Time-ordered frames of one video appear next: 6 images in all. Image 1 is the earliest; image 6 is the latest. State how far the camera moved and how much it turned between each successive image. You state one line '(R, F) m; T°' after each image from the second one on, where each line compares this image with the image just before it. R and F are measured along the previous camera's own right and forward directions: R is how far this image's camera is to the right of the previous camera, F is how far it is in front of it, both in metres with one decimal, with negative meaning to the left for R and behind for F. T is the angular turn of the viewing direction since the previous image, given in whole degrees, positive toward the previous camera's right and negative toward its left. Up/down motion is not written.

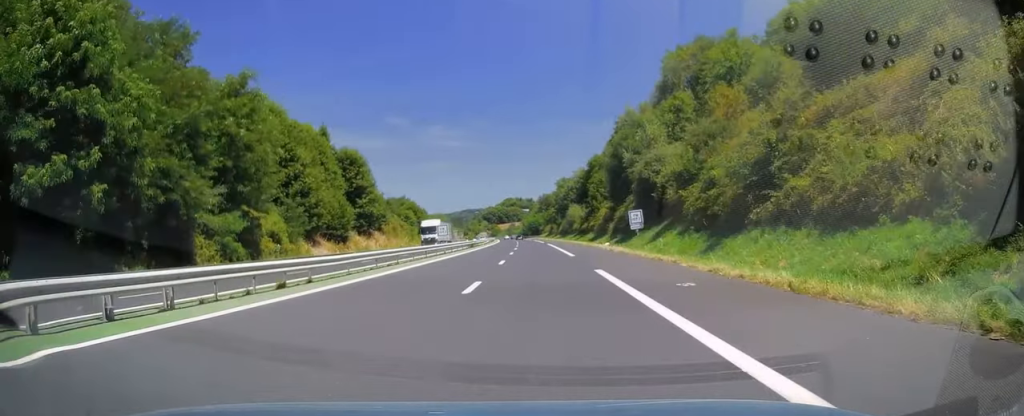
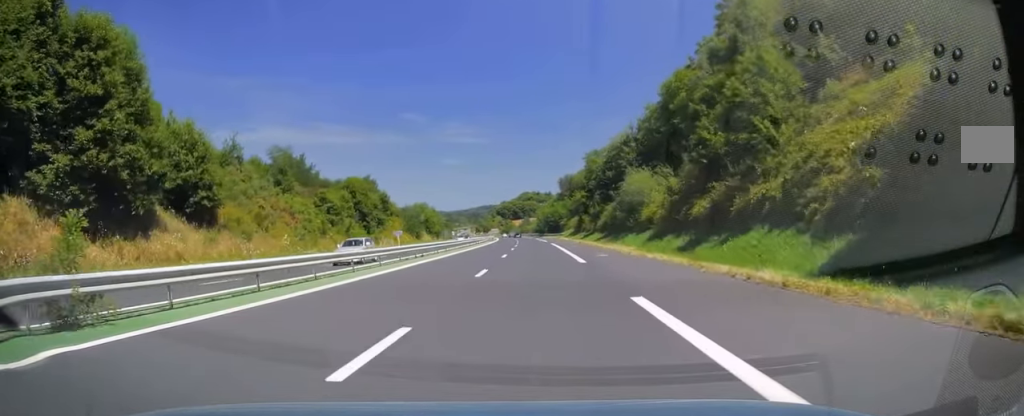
(-1.3, +60.6) m; -2°
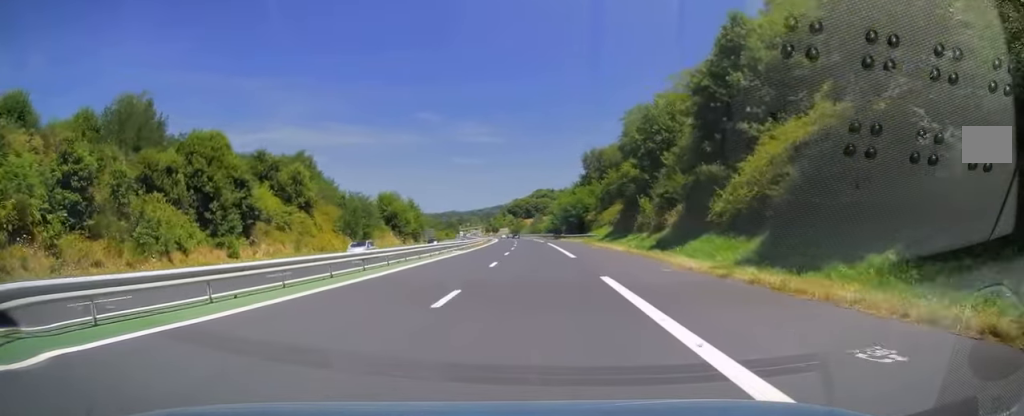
(-0.4, +46.7) m; -1°
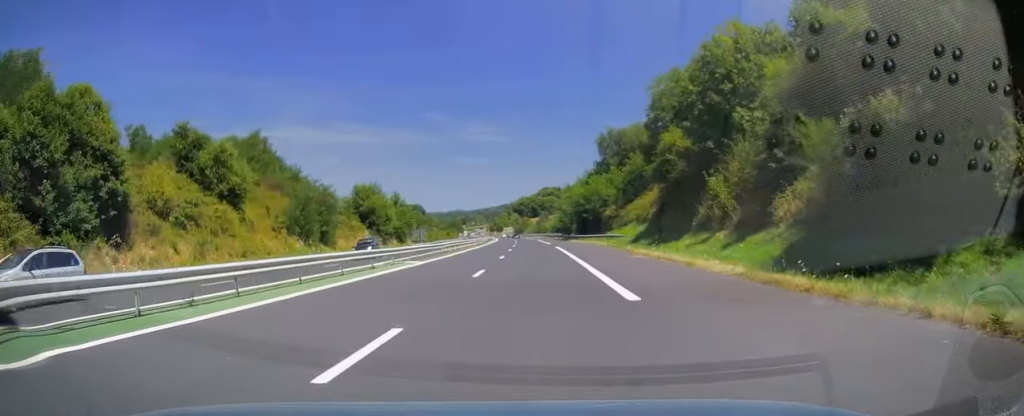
(-0.2, +18.8) m; -1°
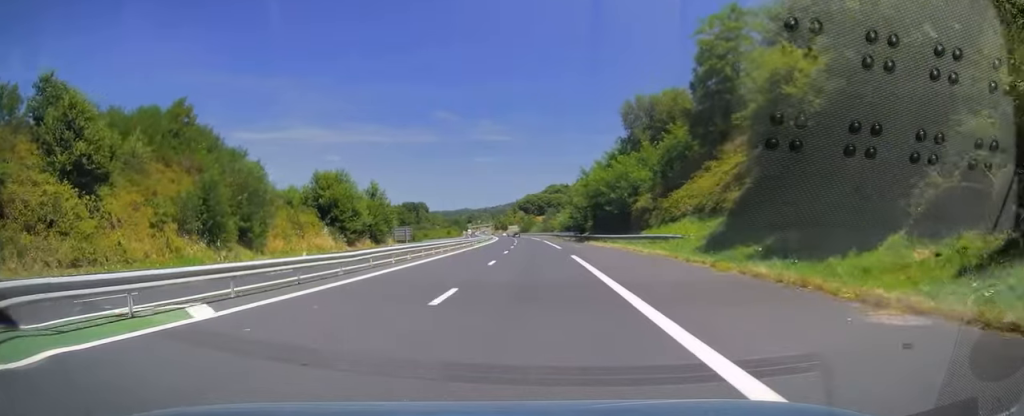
(-0.1, +20.3) m; 0°
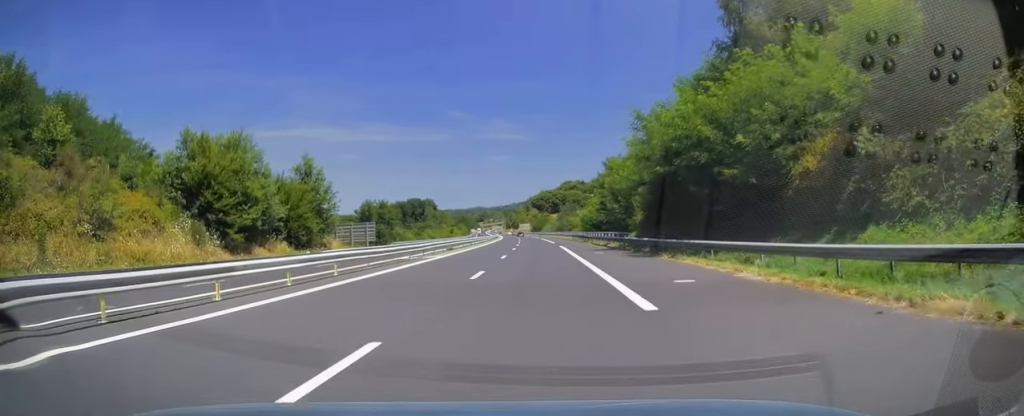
(-0.1, +33.1) m; -1°
